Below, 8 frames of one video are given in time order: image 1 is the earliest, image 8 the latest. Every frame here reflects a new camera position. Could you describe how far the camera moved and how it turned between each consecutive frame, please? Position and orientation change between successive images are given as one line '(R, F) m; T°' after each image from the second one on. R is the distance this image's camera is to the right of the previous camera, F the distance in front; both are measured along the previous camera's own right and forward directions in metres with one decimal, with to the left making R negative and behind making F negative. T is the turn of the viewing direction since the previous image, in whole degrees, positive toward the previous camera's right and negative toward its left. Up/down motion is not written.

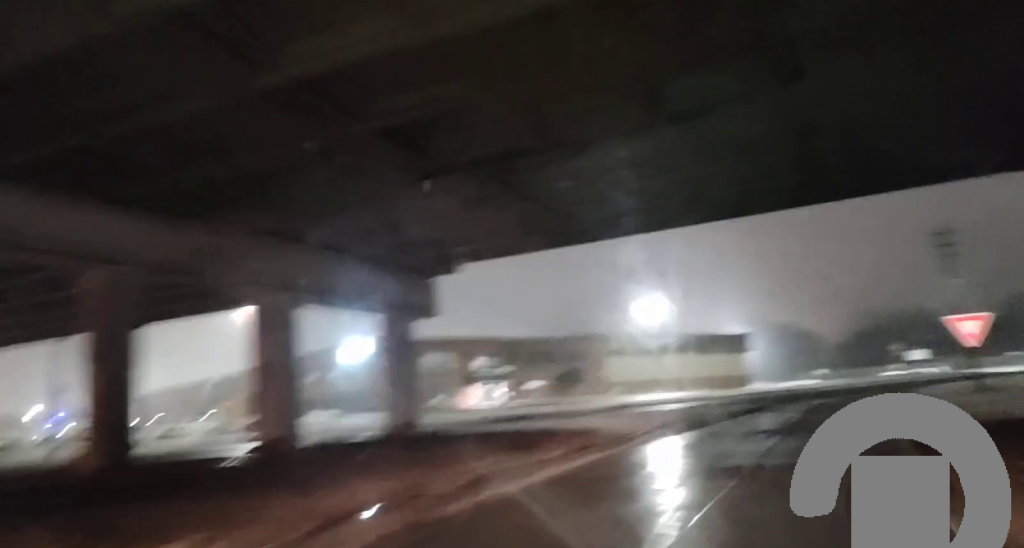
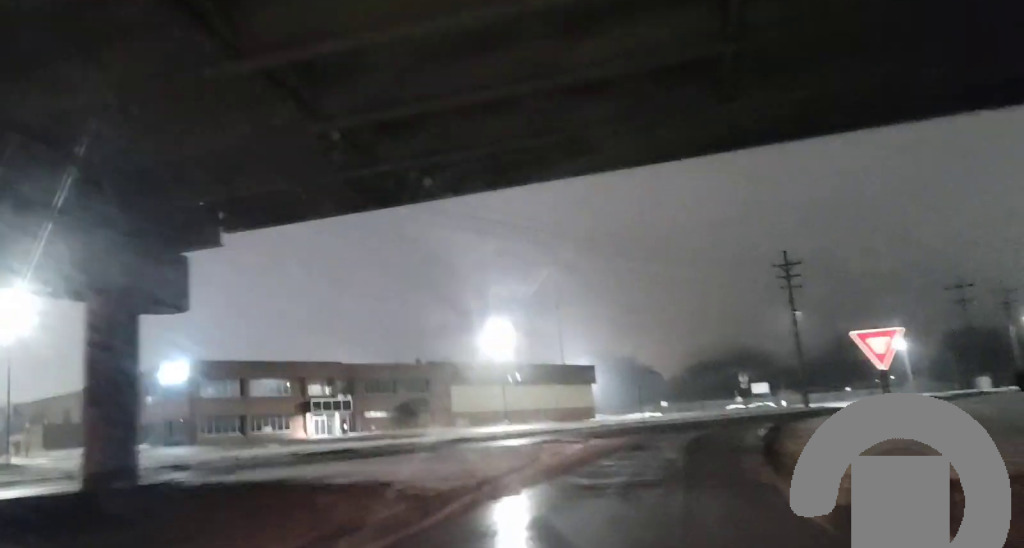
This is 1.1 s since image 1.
(+0.1, +10.2) m; +1°
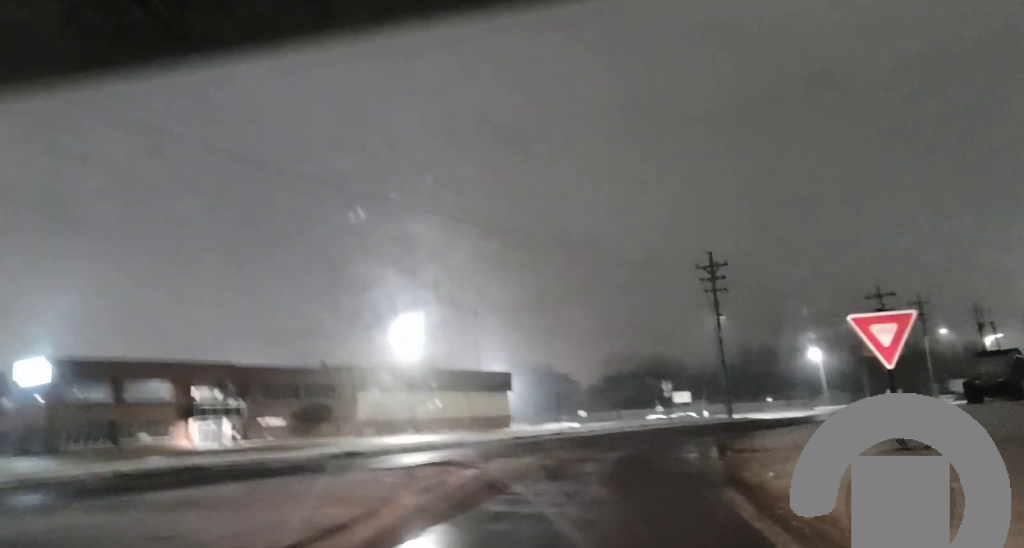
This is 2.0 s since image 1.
(+0.2, +8.4) m; +8°
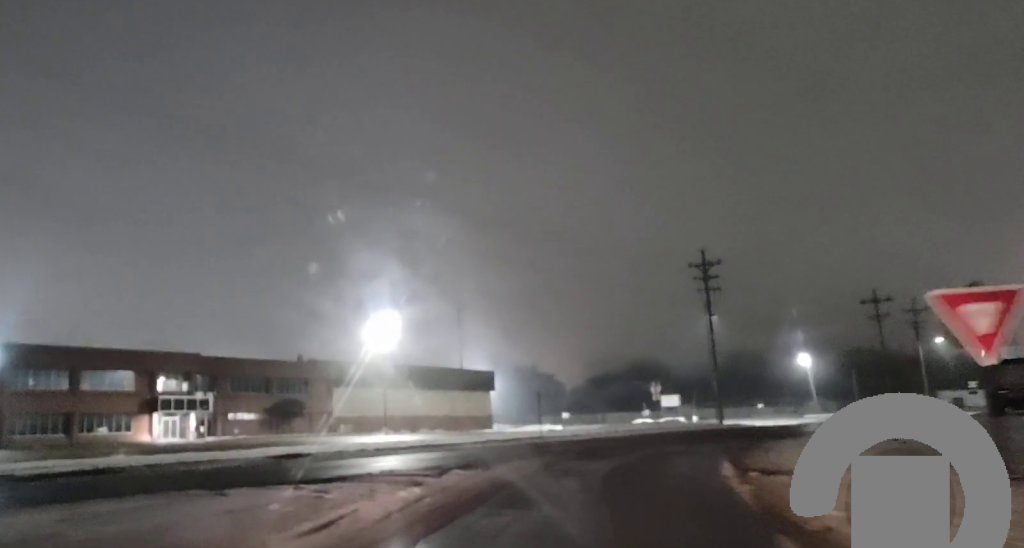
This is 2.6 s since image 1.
(+0.4, +5.3) m; +7°
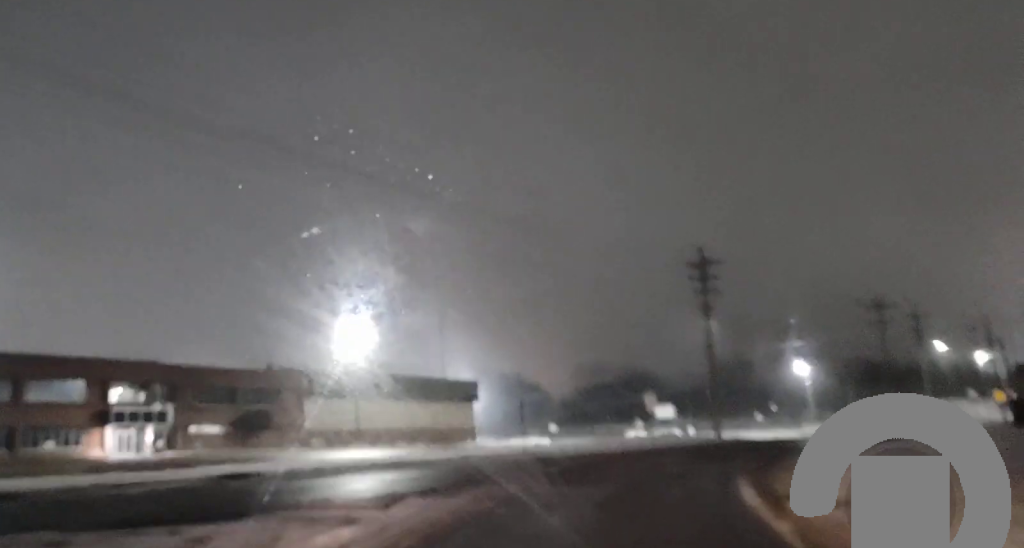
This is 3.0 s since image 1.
(+0.3, +3.8) m; +5°
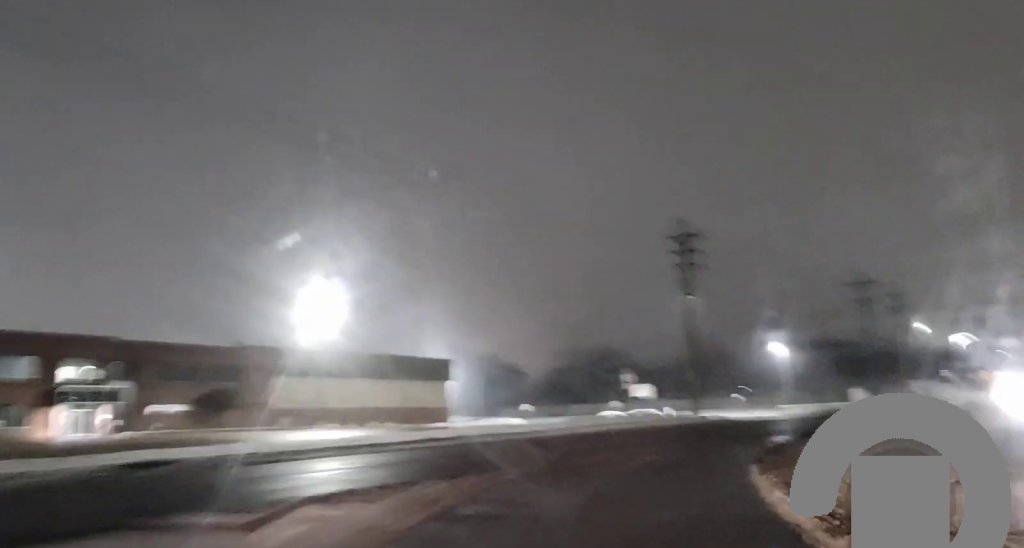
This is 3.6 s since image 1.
(+0.3, +5.3) m; +4°
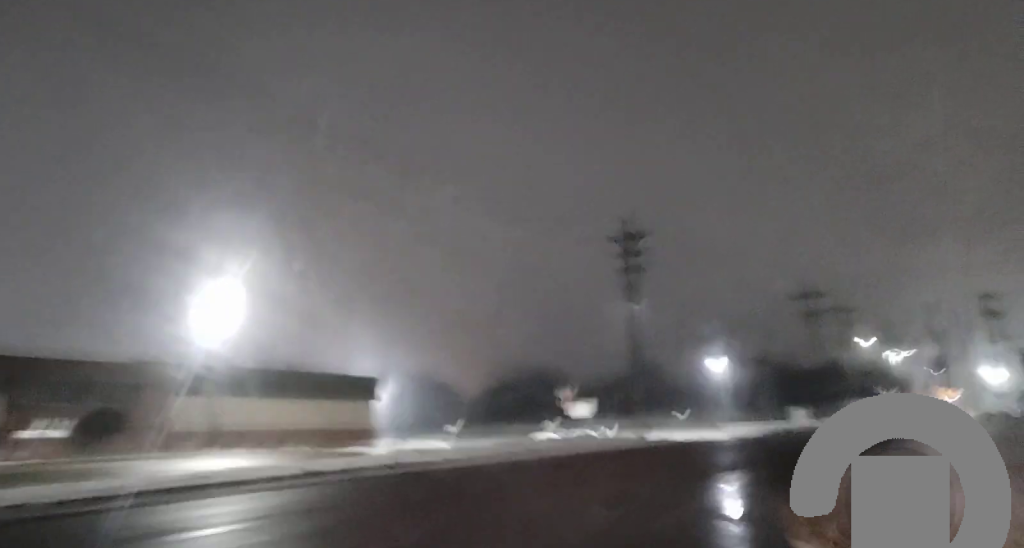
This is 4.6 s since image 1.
(+0.4, +9.2) m; +3°
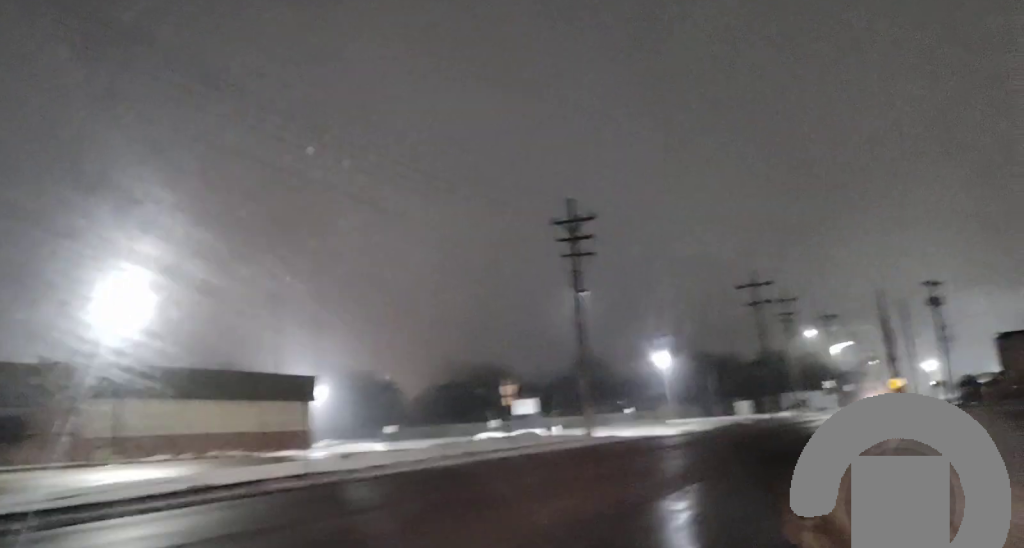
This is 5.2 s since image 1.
(0.0, +5.0) m; 0°
